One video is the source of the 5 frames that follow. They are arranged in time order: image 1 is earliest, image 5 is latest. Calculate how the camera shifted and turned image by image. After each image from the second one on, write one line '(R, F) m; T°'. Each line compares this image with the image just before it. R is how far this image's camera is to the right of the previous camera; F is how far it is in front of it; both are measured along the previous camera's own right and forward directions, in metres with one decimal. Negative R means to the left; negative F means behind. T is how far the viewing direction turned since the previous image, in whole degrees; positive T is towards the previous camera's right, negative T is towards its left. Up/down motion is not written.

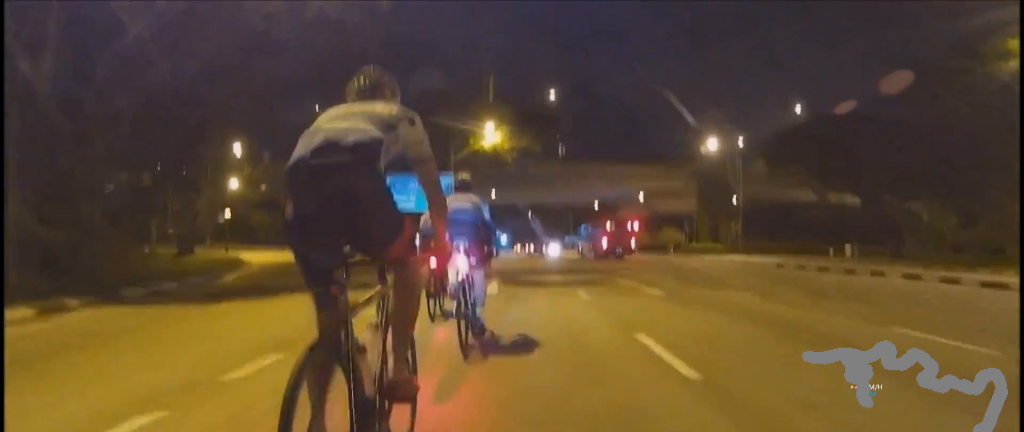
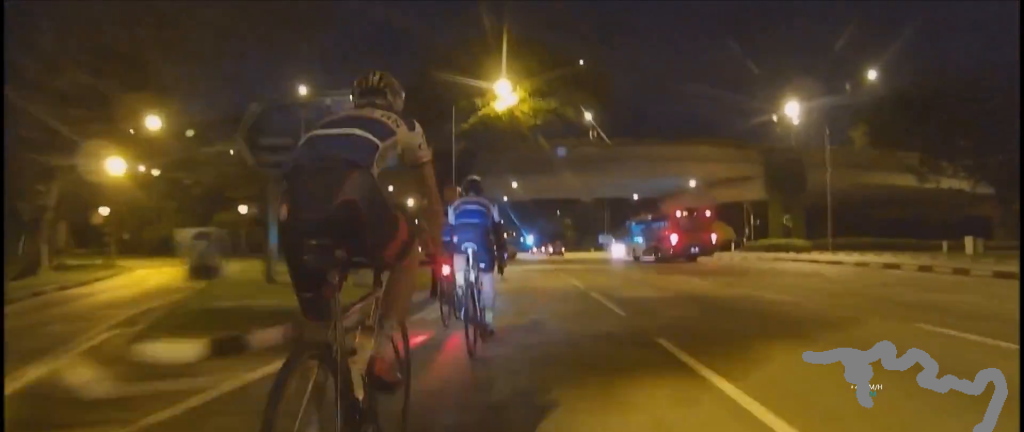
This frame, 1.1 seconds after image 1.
(+0.4, +14.9) m; 0°
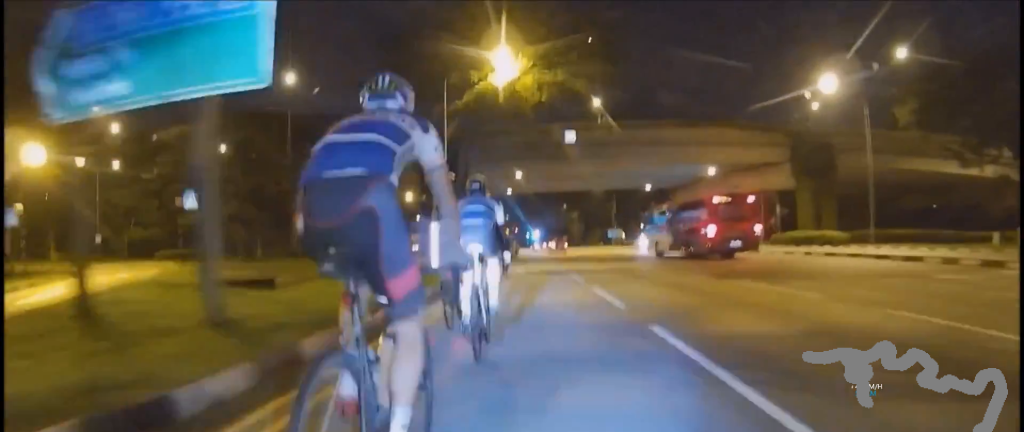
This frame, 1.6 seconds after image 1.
(+0.1, +5.7) m; -1°
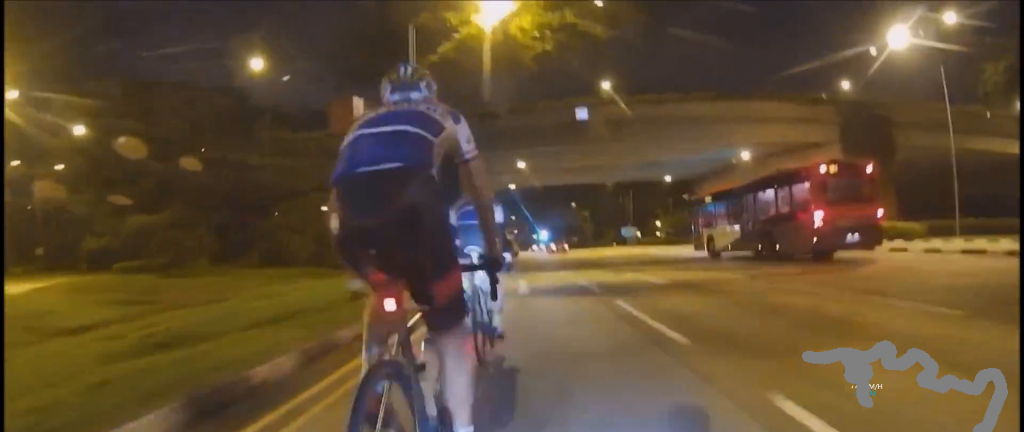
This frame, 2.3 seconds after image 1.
(-0.7, +9.5) m; -4°
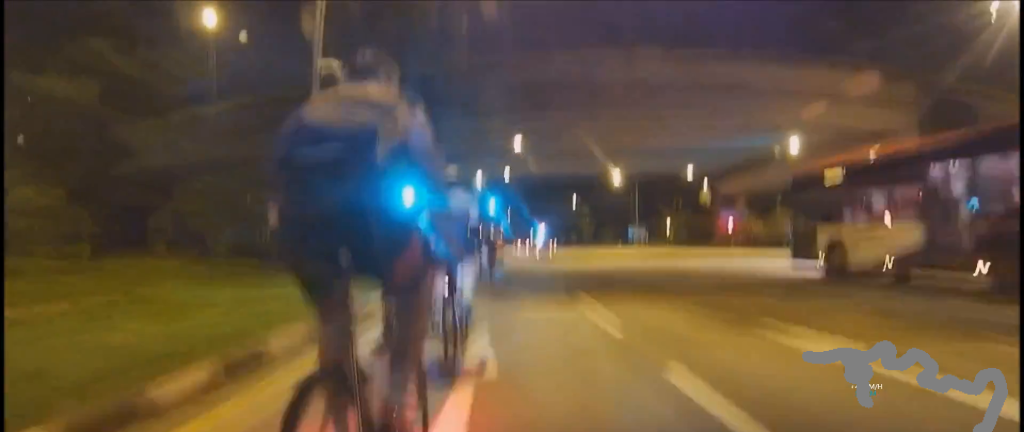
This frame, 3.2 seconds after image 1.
(-0.2, +11.1) m; +4°
